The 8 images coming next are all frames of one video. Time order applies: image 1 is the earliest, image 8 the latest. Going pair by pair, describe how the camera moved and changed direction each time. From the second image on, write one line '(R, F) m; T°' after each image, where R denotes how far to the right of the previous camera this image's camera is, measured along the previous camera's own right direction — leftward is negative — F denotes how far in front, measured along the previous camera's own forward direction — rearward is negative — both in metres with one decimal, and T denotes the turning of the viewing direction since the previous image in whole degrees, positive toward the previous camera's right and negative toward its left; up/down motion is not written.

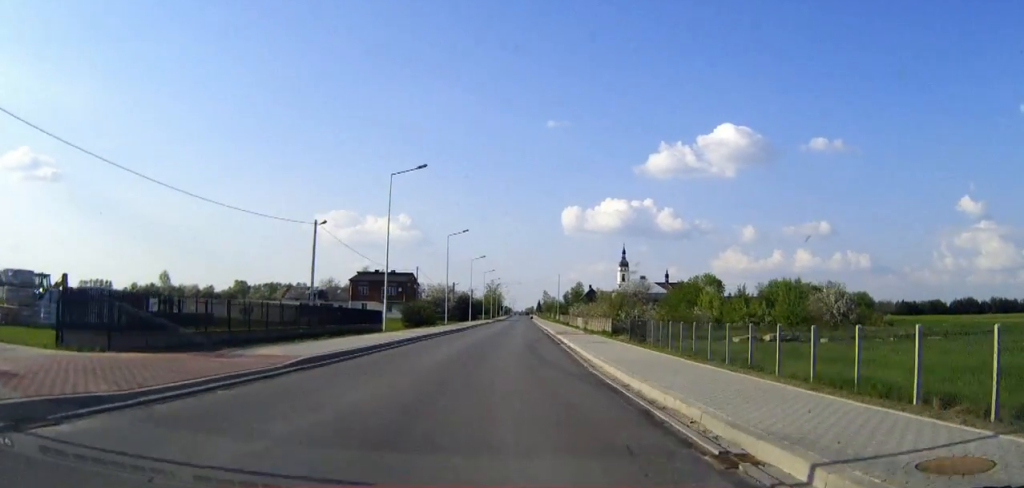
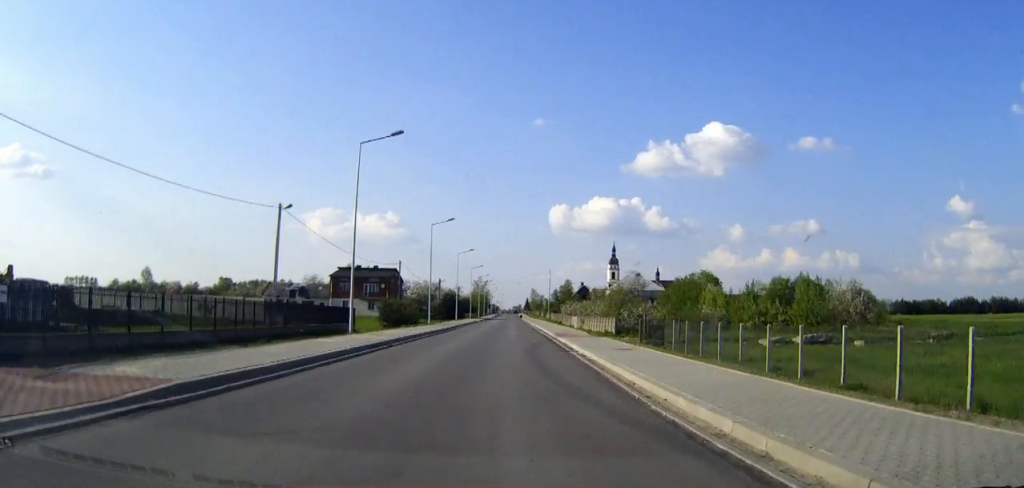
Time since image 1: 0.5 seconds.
(0.0, +7.0) m; +1°
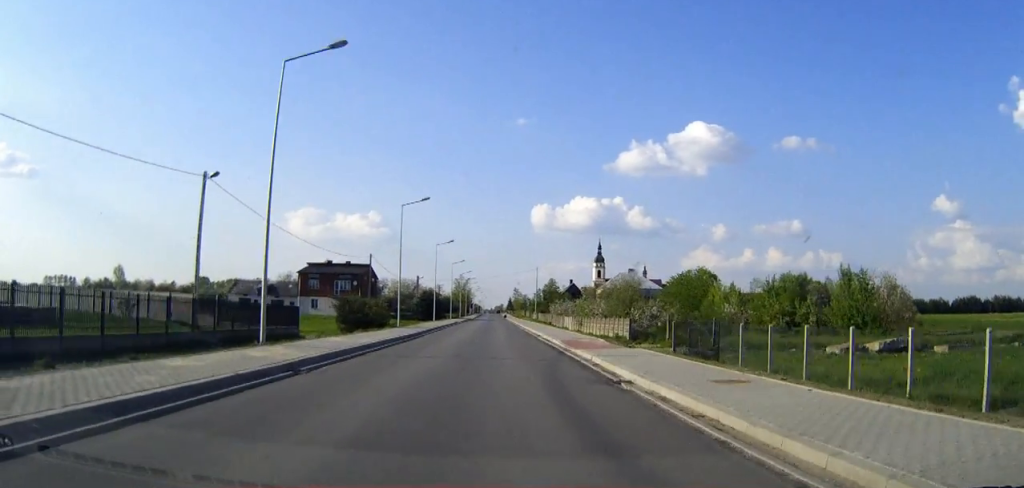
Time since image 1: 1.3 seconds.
(+0.1, +11.1) m; +1°
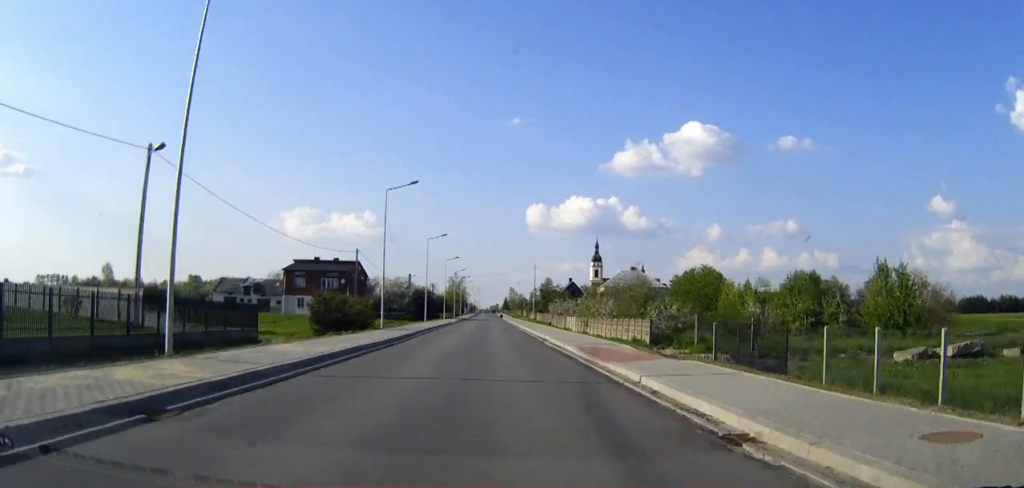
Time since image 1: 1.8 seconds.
(0.0, +6.5) m; +1°
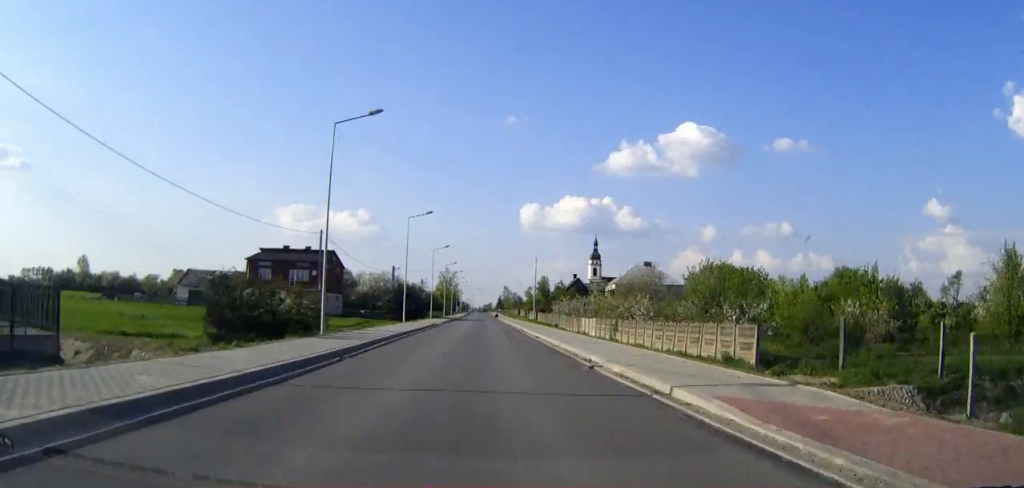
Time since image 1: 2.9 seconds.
(+0.2, +15.6) m; +1°
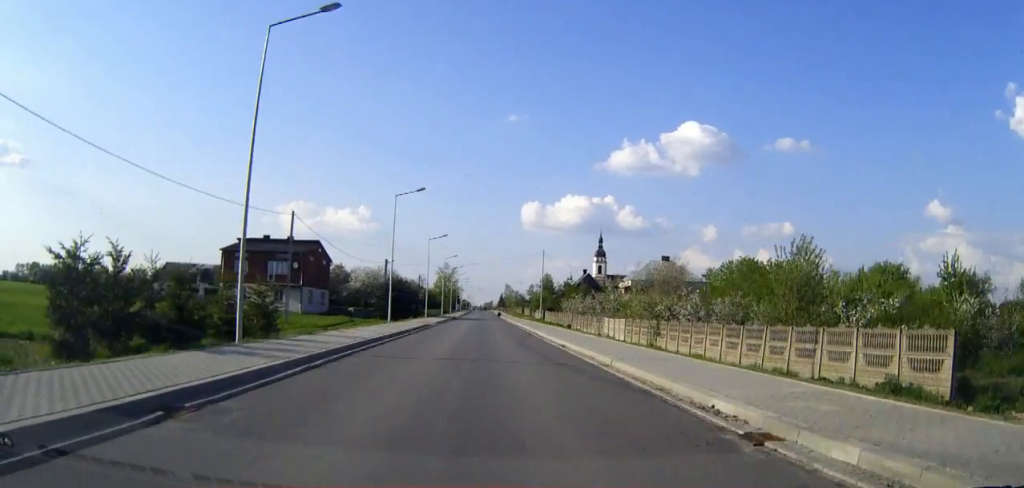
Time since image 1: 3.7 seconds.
(0.0, +10.5) m; 0°
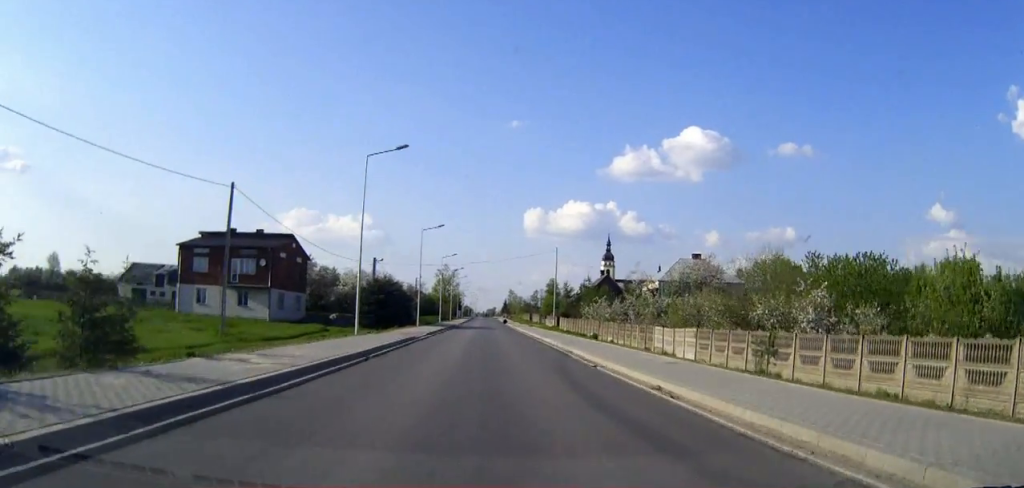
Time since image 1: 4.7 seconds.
(0.0, +14.2) m; 0°
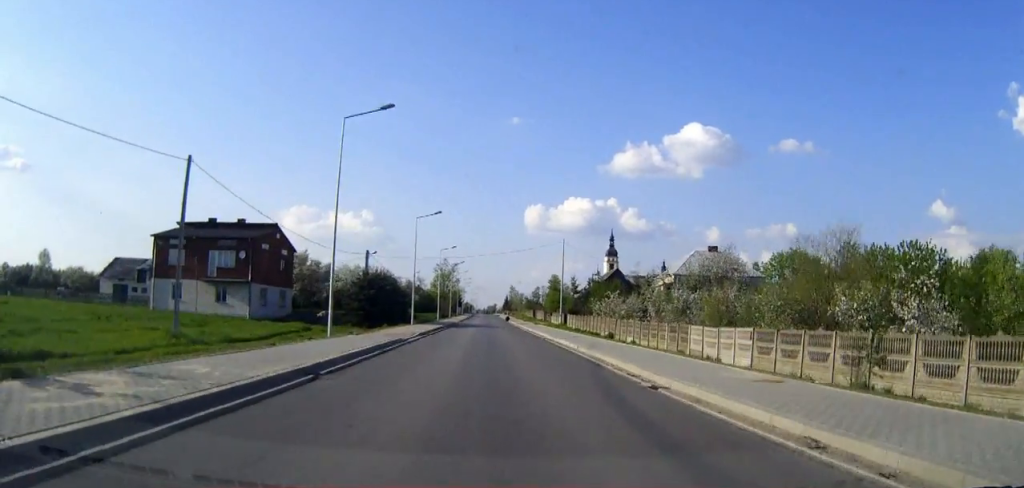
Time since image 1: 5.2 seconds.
(0.0, +6.4) m; 0°
